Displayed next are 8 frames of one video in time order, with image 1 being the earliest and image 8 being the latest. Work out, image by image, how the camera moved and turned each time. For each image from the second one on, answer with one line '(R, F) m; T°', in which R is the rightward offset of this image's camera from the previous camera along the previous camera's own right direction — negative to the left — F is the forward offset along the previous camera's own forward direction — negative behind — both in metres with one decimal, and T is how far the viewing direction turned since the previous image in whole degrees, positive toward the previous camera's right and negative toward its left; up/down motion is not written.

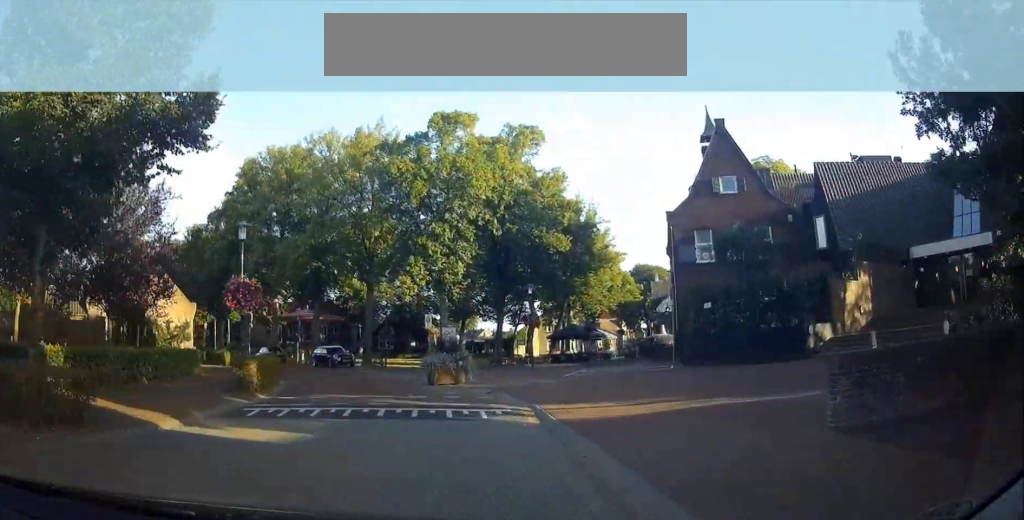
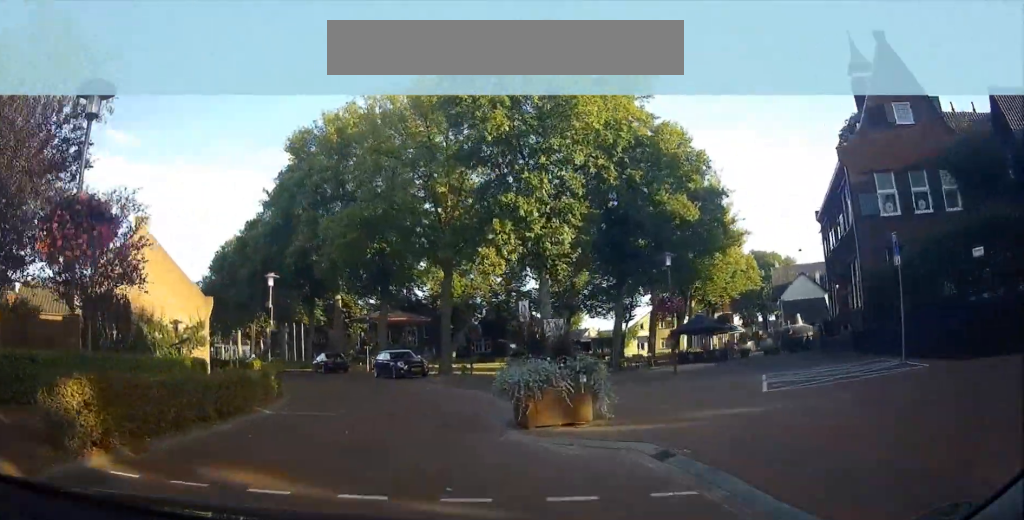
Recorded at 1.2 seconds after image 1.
(-0.2, +10.1) m; -4°
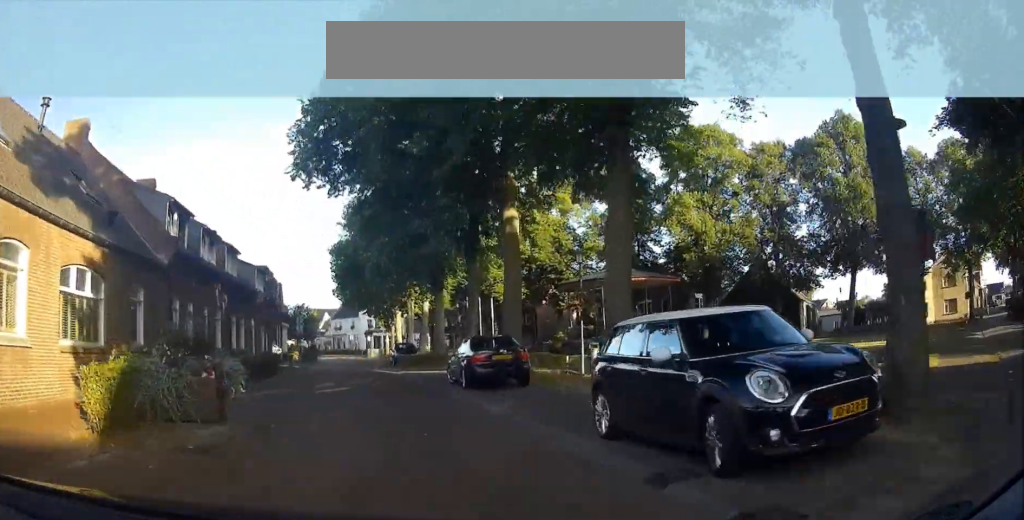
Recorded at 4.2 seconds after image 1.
(-4.0, +23.9) m; -18°
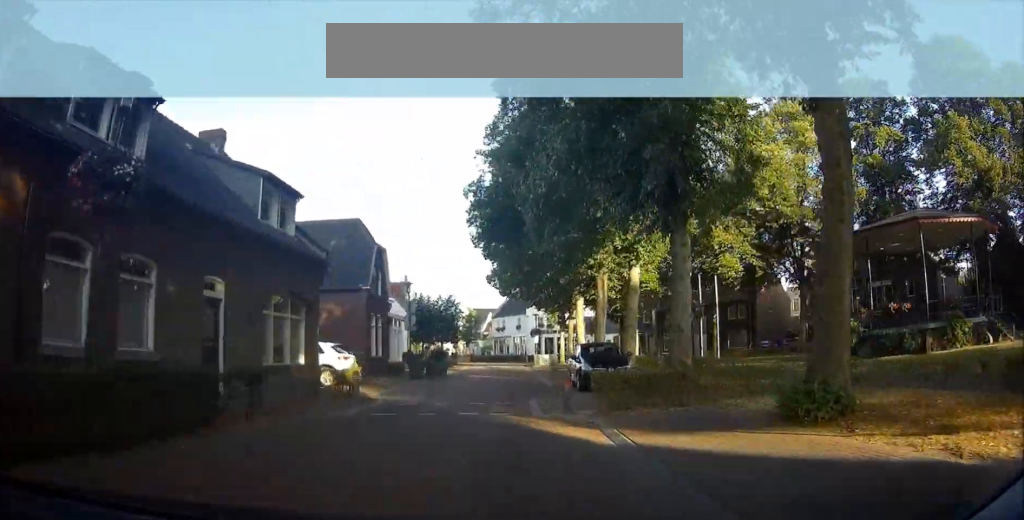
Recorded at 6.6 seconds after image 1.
(-2.0, +19.2) m; -8°
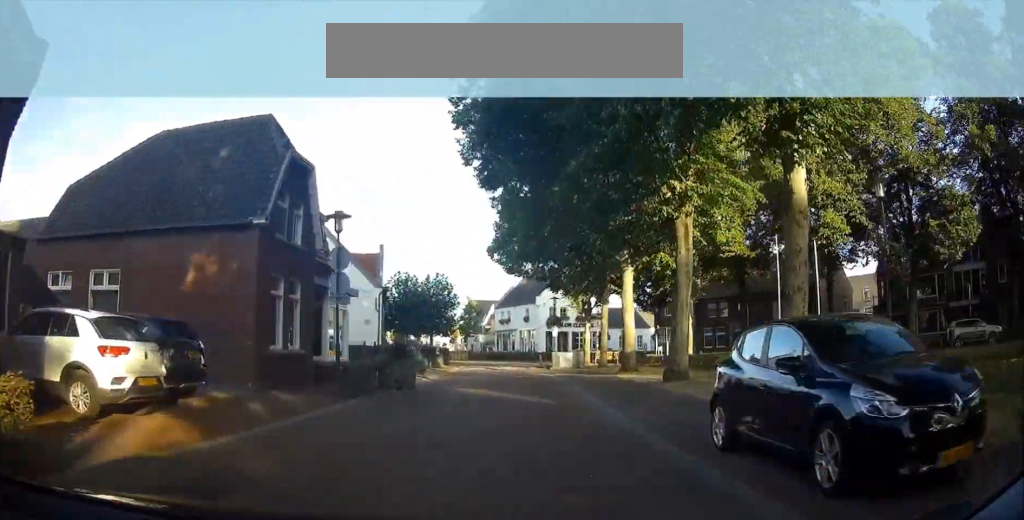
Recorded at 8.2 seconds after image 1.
(-0.4, +13.1) m; 0°
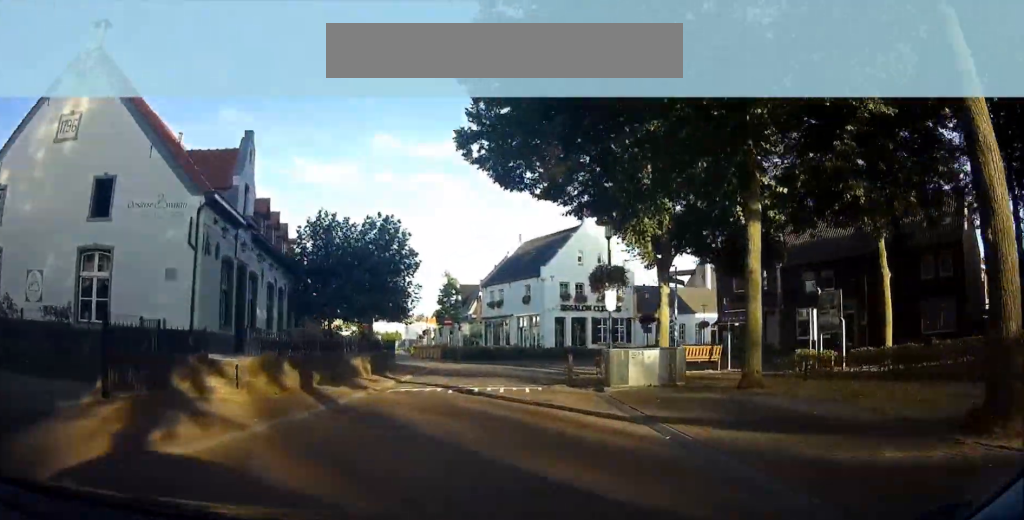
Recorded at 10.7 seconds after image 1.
(+0.7, +21.8) m; +6°
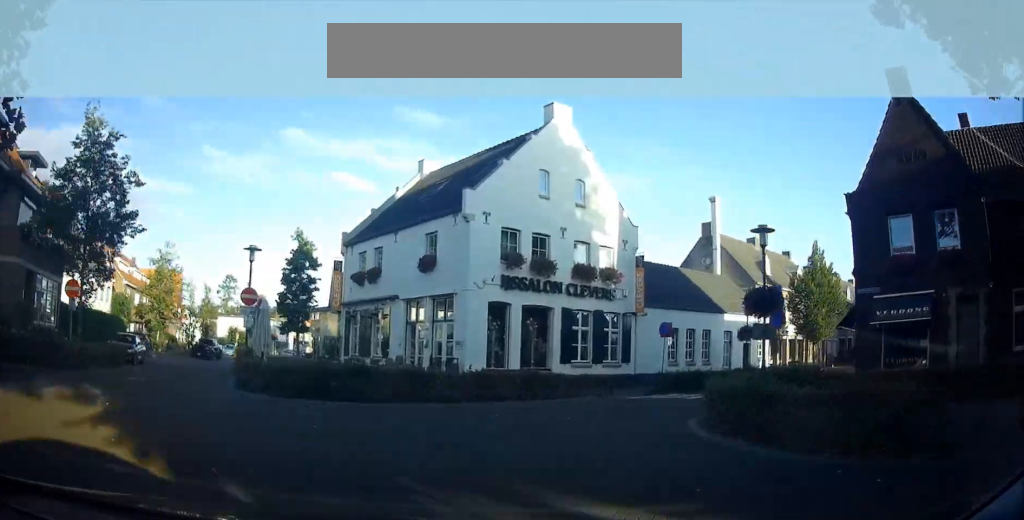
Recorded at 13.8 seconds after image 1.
(+2.7, +28.0) m; +17°
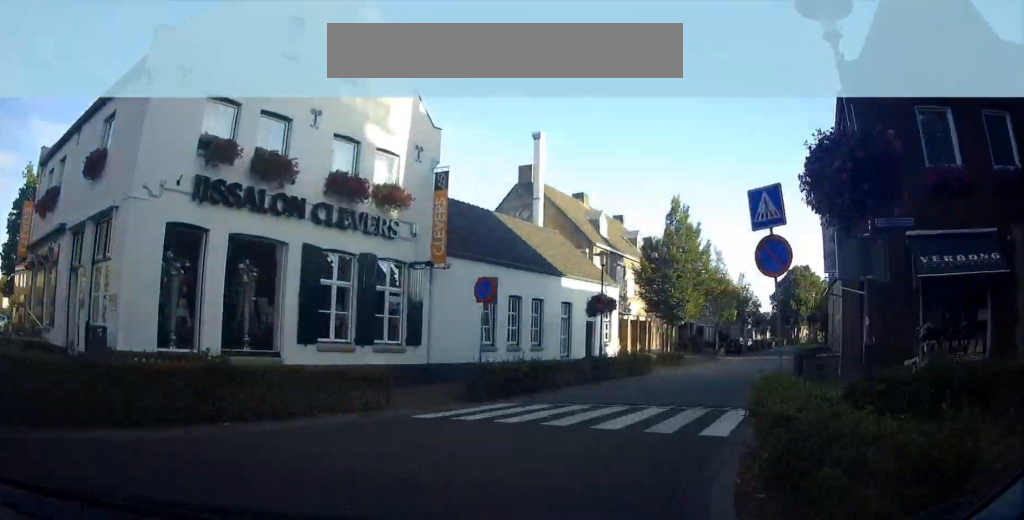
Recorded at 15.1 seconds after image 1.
(0.0, +11.7) m; +16°
